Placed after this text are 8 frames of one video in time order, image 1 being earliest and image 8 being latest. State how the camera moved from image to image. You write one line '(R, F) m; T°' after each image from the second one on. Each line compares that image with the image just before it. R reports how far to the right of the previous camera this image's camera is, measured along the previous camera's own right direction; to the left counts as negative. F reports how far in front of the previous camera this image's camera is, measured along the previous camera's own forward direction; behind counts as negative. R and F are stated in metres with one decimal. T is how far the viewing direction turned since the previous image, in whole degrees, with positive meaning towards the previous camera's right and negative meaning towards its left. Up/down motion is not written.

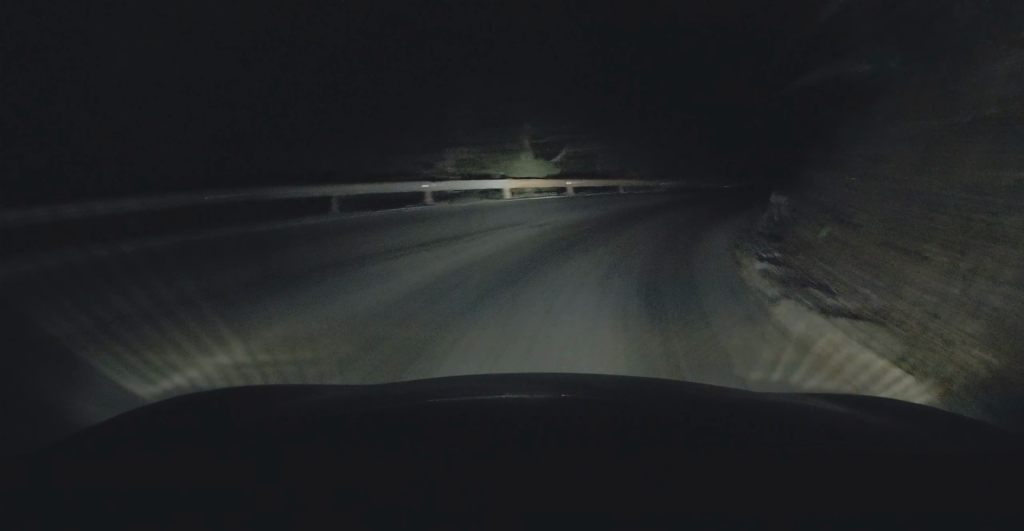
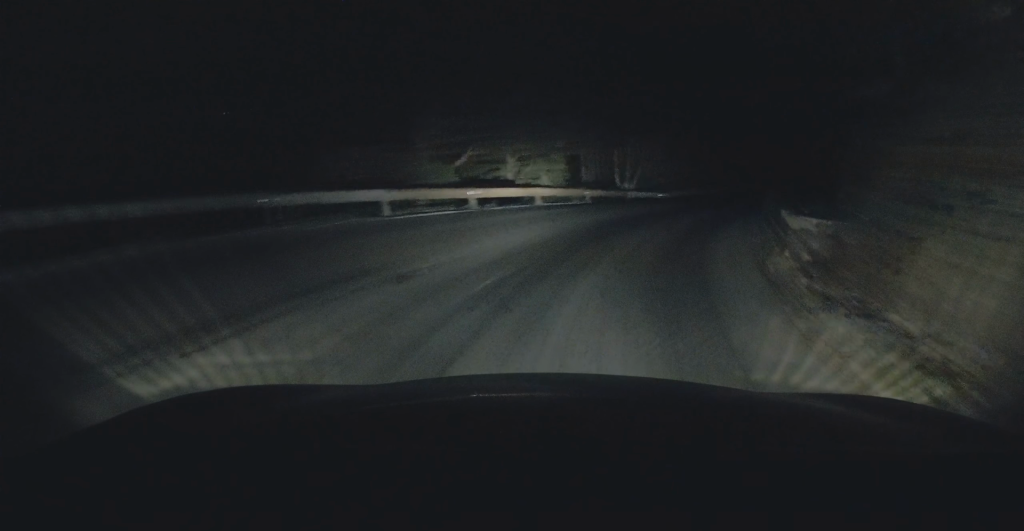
(+0.2, +6.6) m; +4°
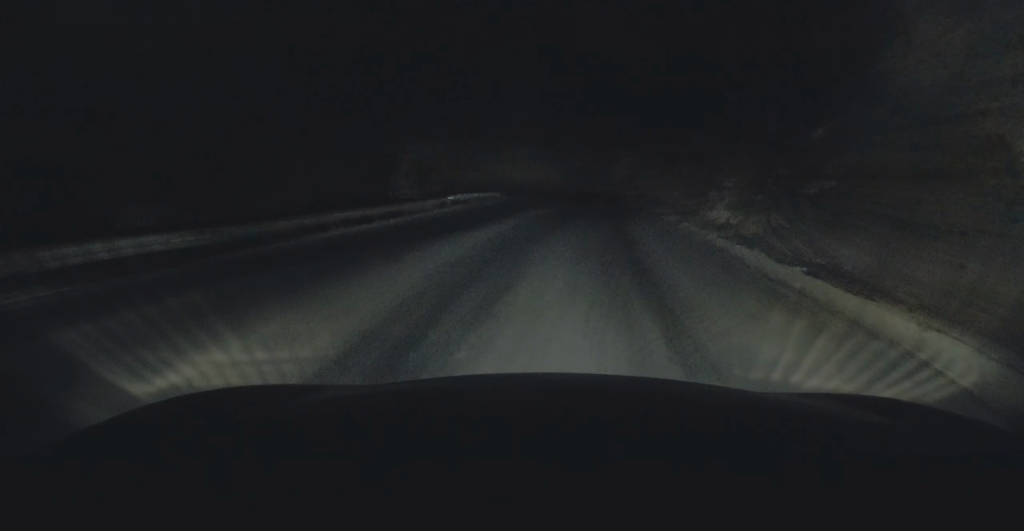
(+3.5, +20.8) m; +19°
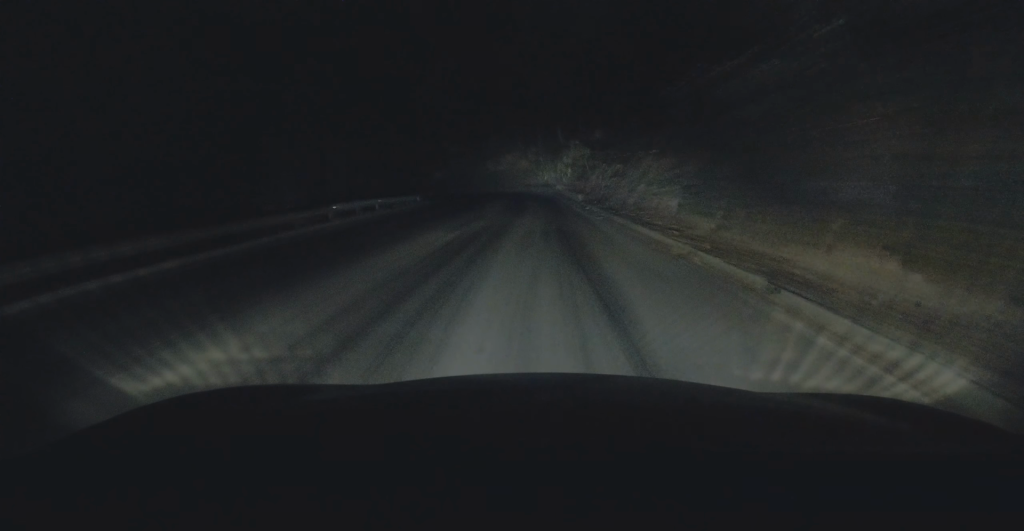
(+0.5, +10.4) m; +6°
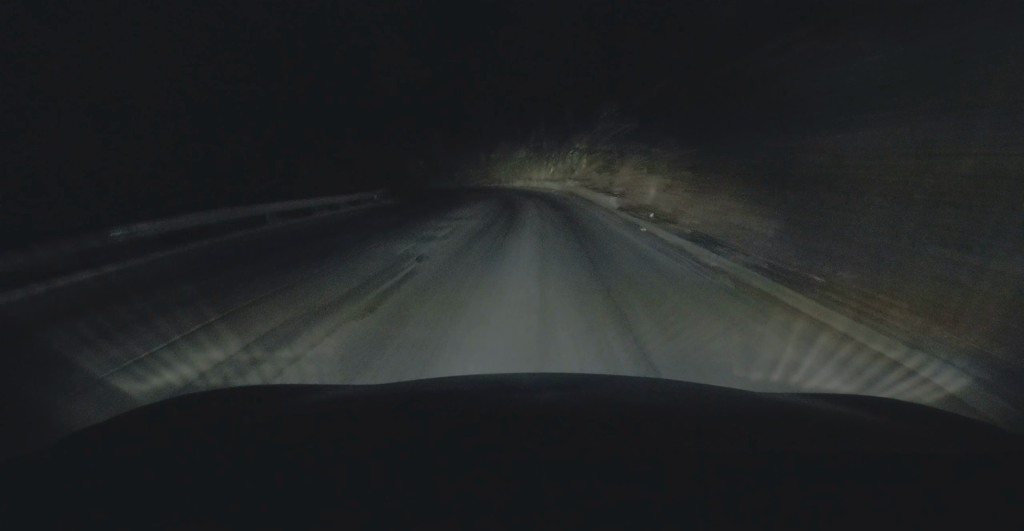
(+0.8, +13.2) m; +5°
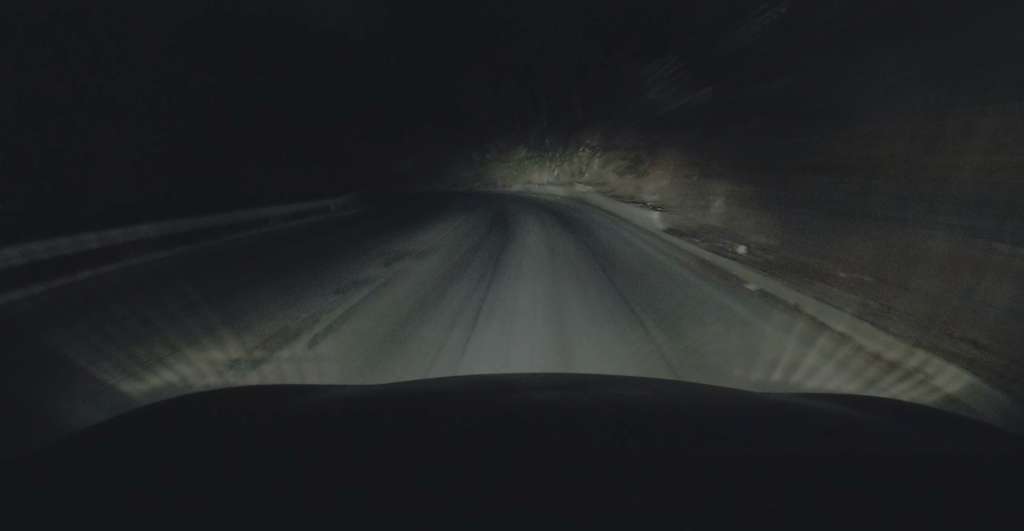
(-0.1, +7.0) m; +3°
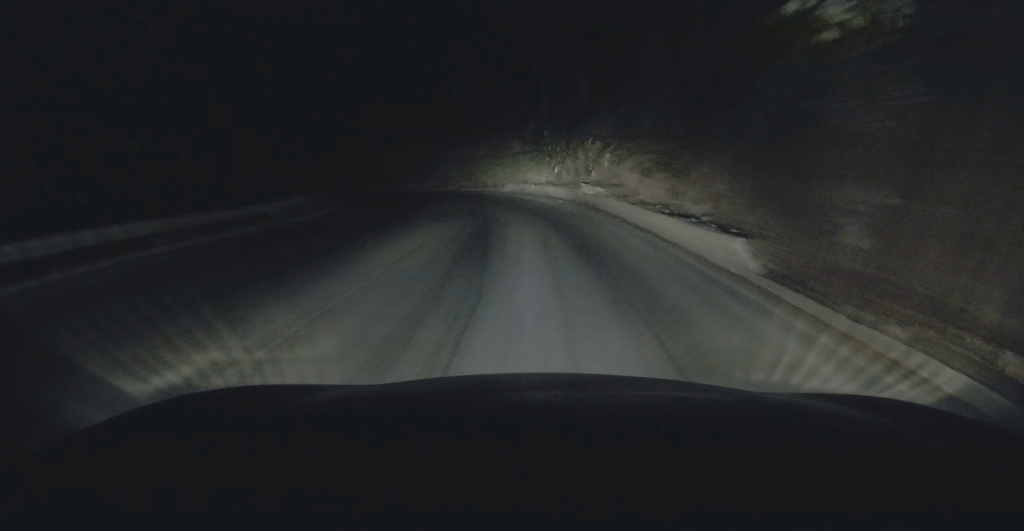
(+0.4, +5.6) m; +1°
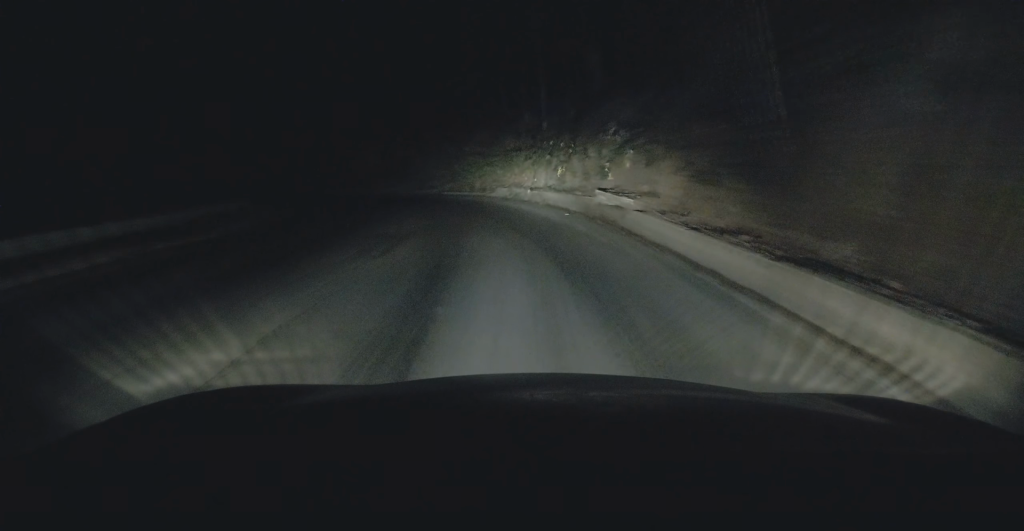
(+0.1, +6.0) m; -1°
